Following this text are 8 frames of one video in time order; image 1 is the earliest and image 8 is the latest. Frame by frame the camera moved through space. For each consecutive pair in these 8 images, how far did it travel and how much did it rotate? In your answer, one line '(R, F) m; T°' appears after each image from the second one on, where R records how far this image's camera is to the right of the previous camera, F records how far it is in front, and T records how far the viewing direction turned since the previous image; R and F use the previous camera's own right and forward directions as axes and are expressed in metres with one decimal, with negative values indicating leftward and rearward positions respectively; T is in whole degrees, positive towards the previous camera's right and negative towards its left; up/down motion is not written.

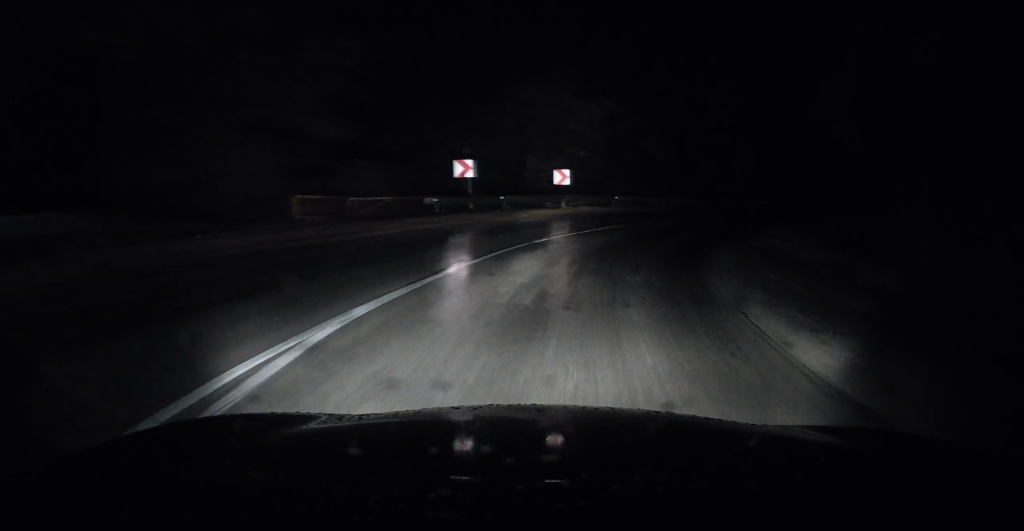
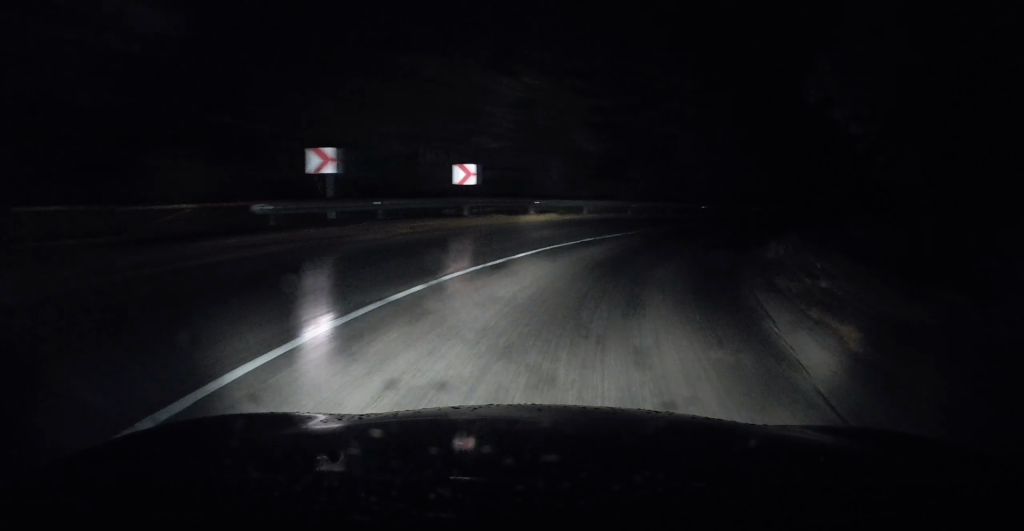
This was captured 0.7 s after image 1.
(0.0, +7.6) m; +6°
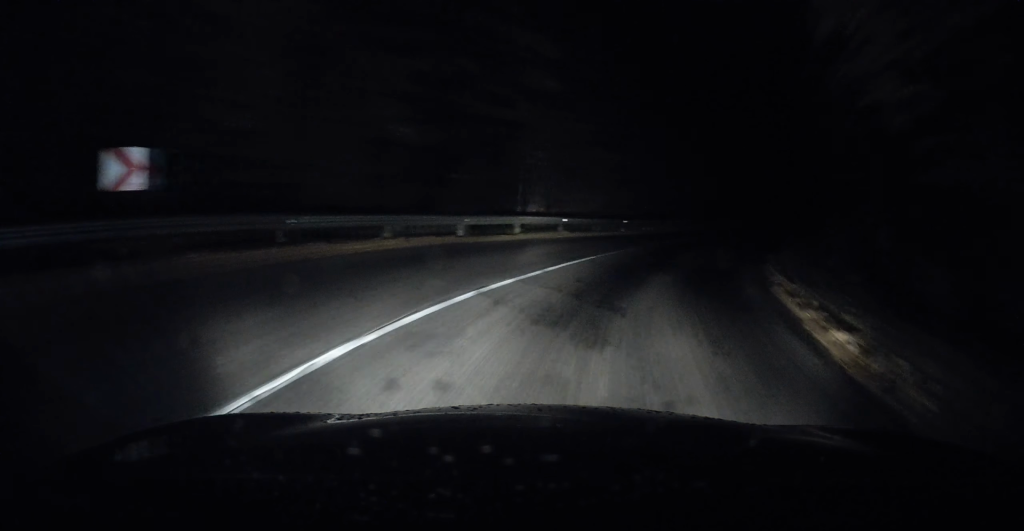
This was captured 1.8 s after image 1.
(+1.3, +10.6) m; +12°
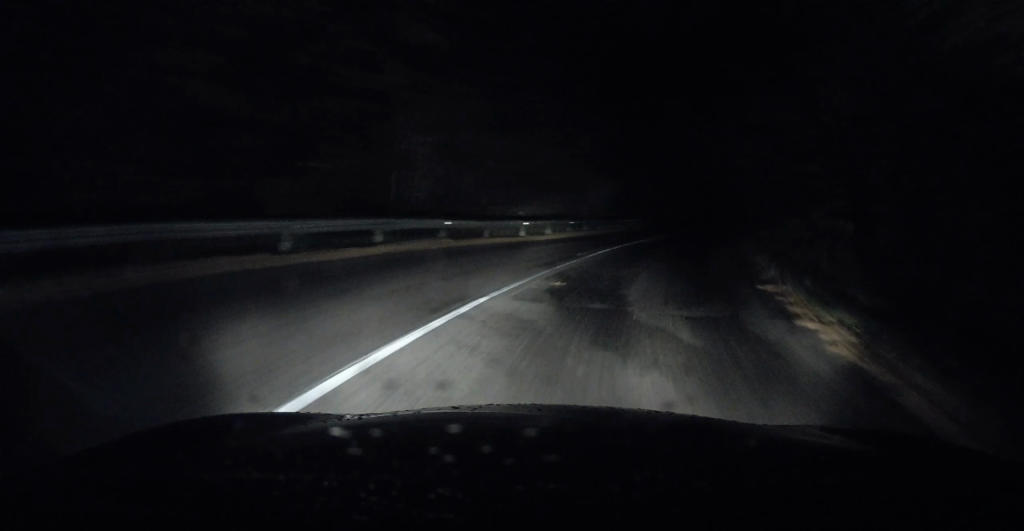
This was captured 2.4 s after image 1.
(+0.2, +6.2) m; +7°
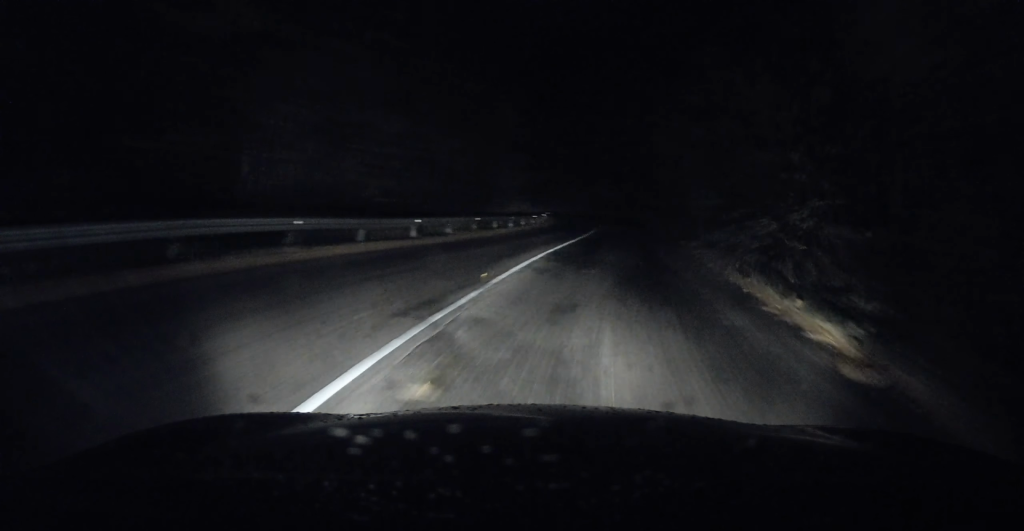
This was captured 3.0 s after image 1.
(+0.4, +5.7) m; +7°
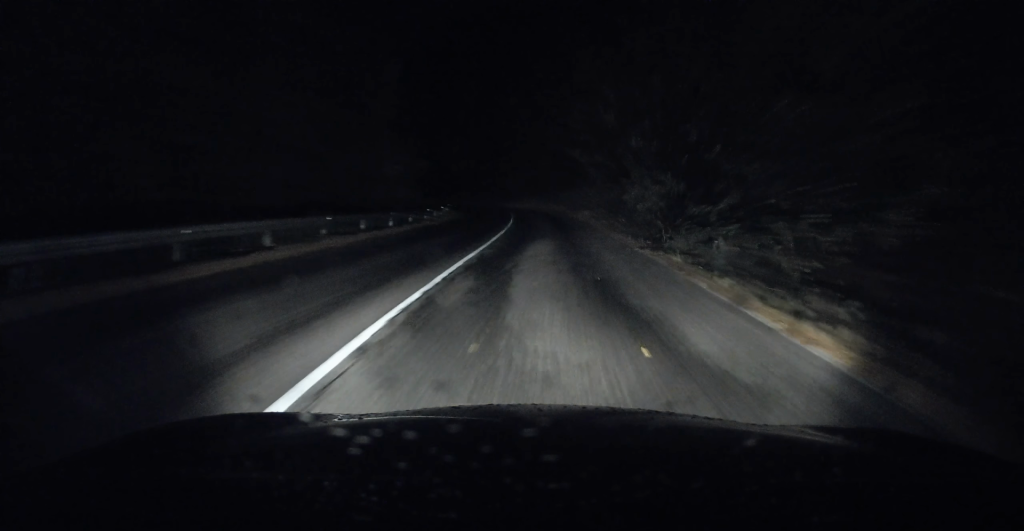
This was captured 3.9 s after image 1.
(+0.9, +9.4) m; +11°
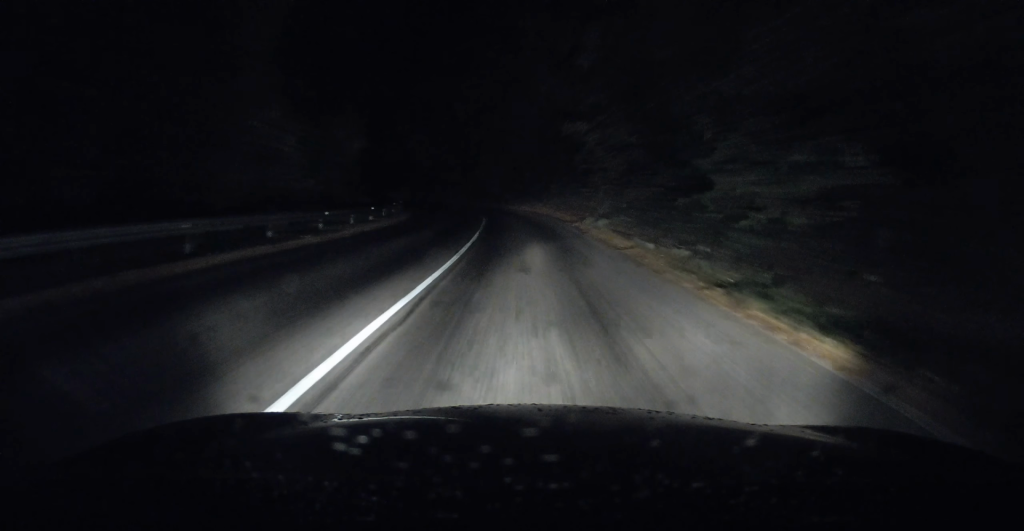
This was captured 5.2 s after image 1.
(+1.8, +14.3) m; +10°
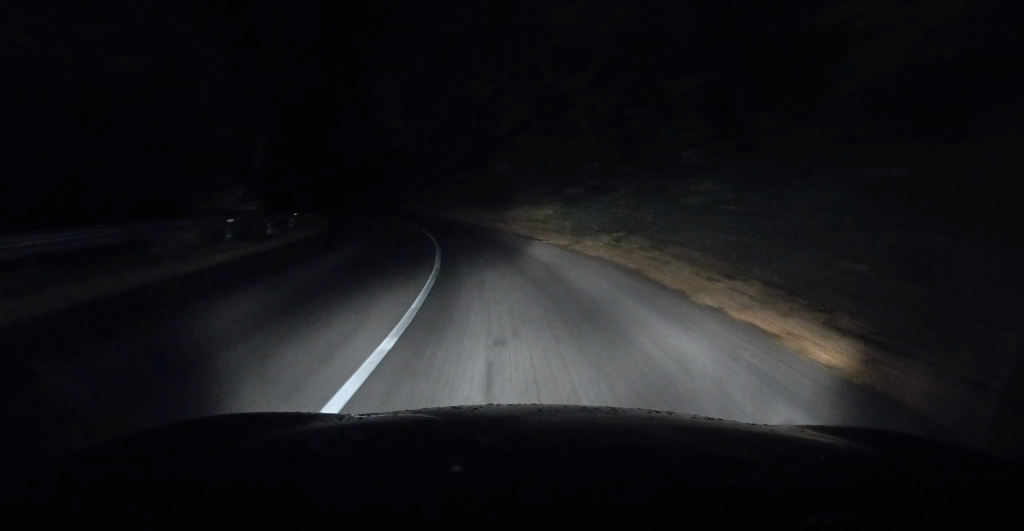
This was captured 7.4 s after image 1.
(+0.6, +26.8) m; -2°
